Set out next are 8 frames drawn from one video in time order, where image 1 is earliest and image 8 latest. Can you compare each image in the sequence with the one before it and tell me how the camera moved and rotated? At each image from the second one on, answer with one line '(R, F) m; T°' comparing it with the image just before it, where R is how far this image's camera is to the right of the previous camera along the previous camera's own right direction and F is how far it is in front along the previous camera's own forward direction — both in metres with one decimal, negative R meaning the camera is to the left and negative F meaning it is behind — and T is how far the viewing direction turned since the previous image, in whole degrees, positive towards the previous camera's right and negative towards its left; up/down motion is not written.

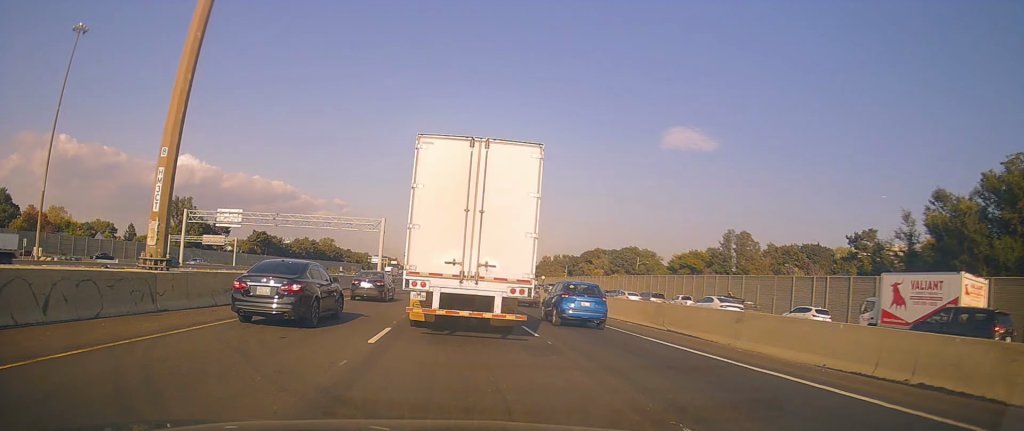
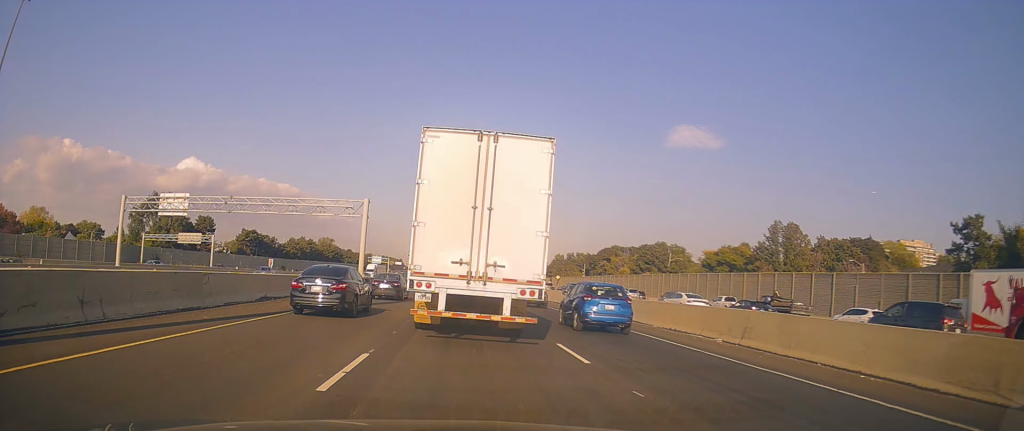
(+0.2, +16.8) m; -2°
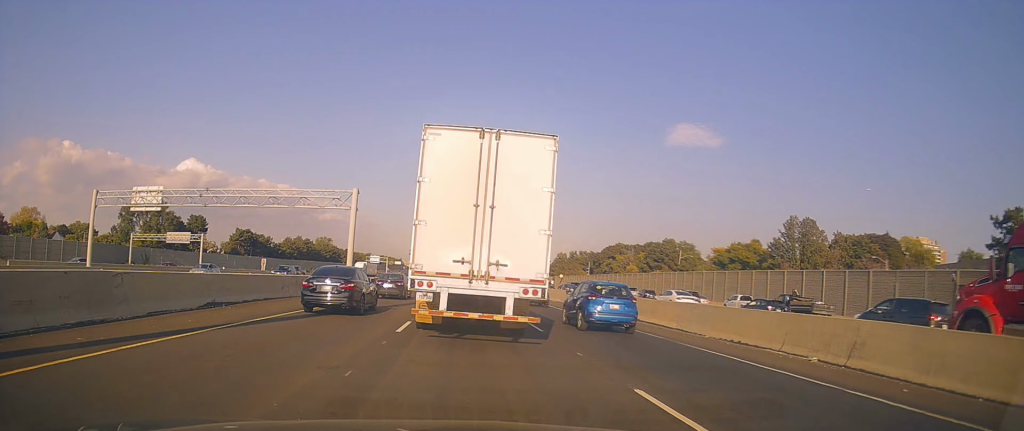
(-0.1, +5.6) m; 0°
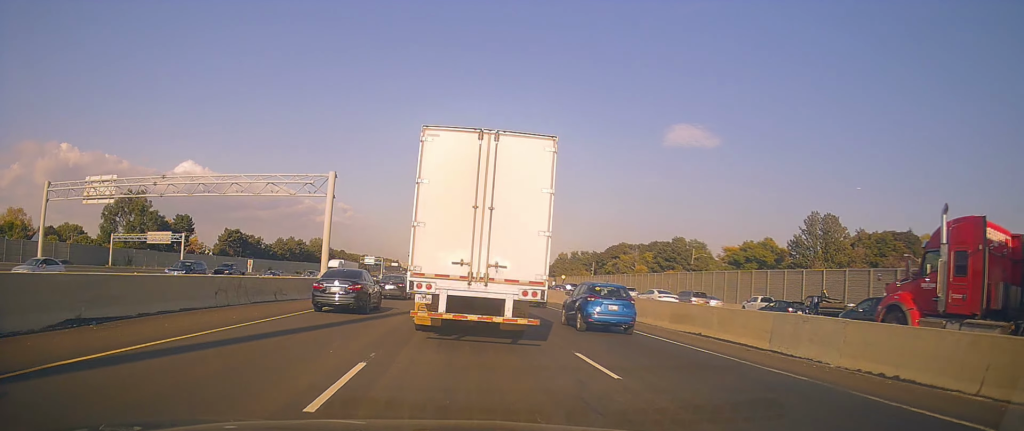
(+0.1, +7.8) m; +2°
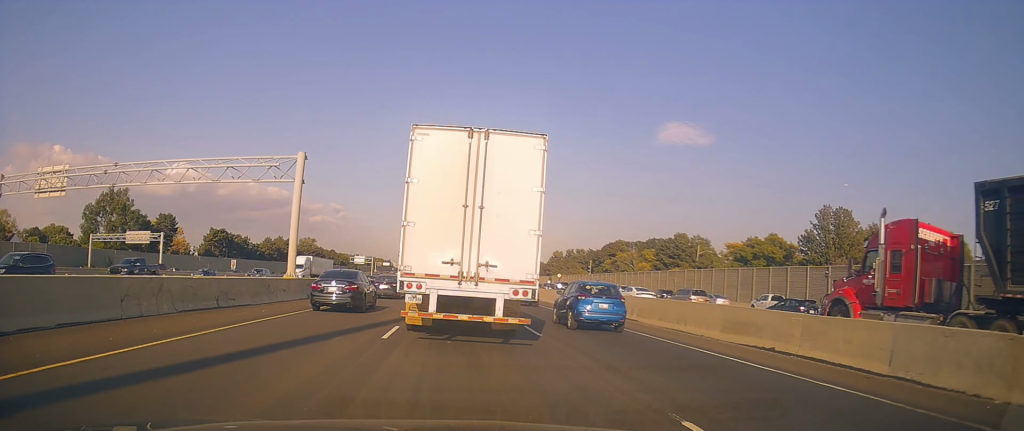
(+0.1, +5.7) m; +1°
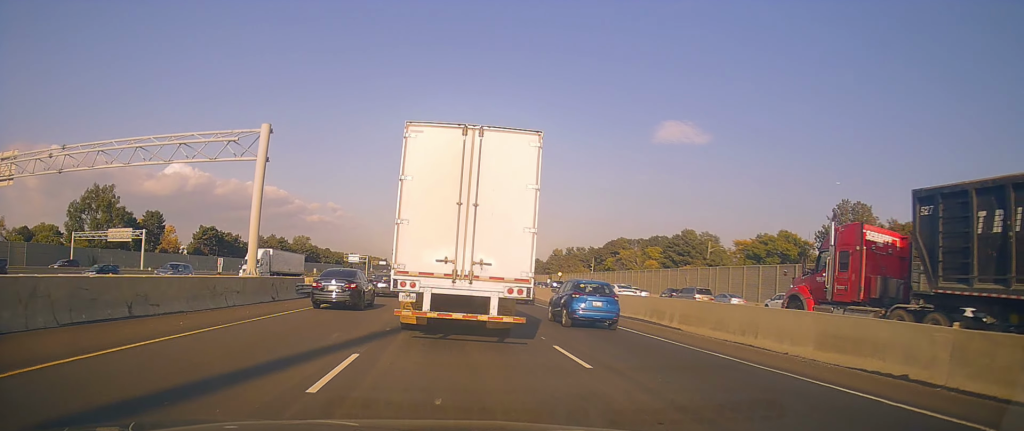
(0.0, +5.7) m; 0°
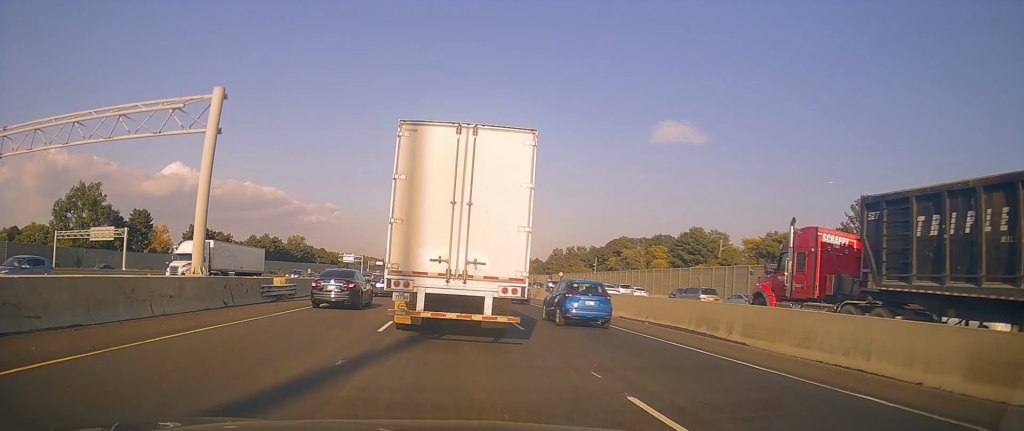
(0.0, +5.3) m; 0°
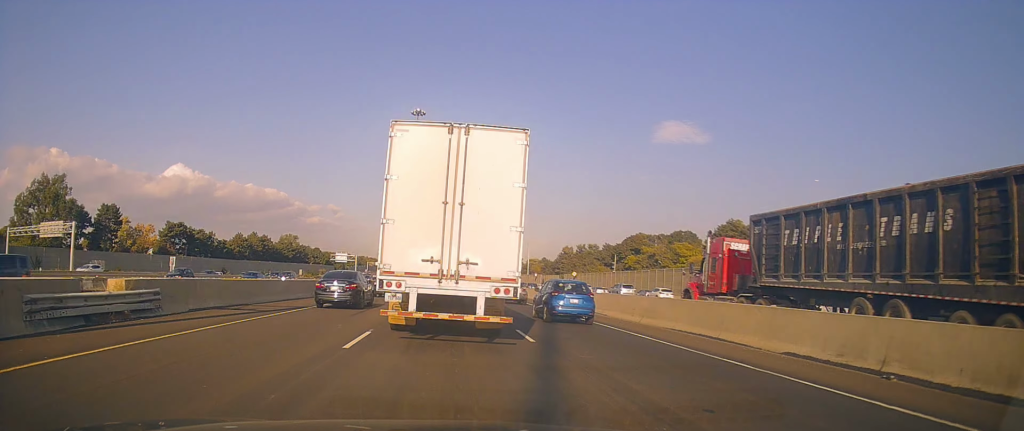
(0.0, +15.4) m; -1°
